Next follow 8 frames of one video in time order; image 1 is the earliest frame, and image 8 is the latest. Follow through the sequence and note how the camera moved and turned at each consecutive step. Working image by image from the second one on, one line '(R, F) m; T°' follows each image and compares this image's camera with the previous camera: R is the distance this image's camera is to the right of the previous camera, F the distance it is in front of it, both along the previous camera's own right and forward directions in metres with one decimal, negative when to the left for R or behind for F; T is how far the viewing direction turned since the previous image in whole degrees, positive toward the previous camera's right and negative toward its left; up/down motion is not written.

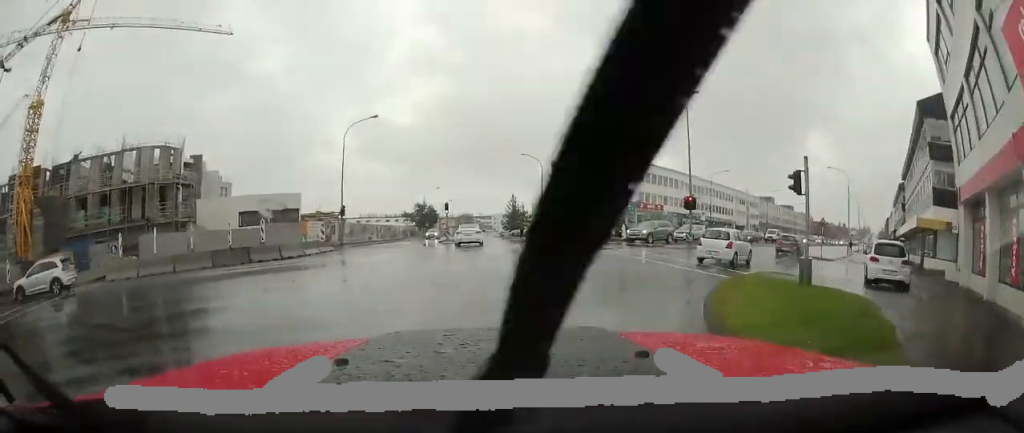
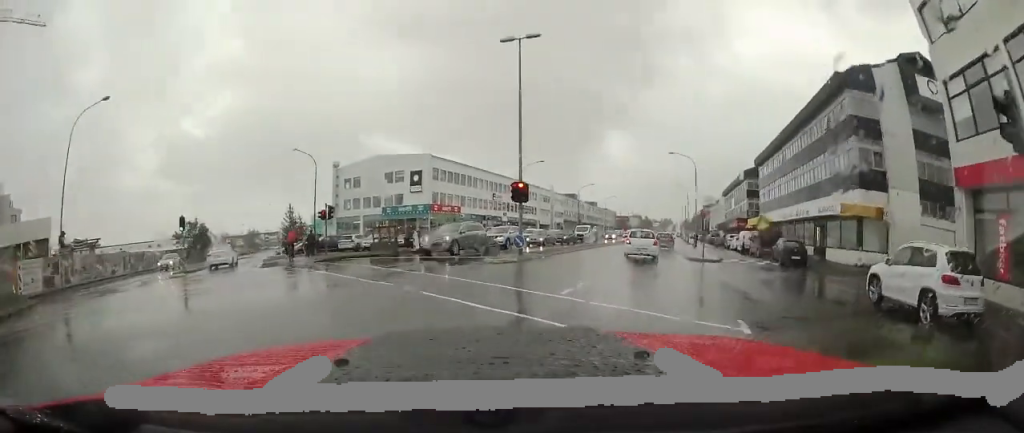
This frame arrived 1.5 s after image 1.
(+1.8, +9.9) m; +22°
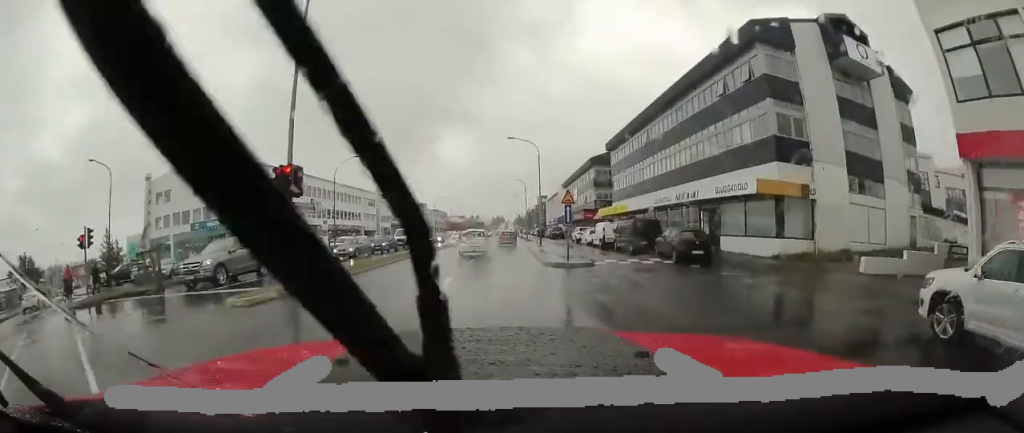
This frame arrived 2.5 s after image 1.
(+1.2, +6.9) m; +16°
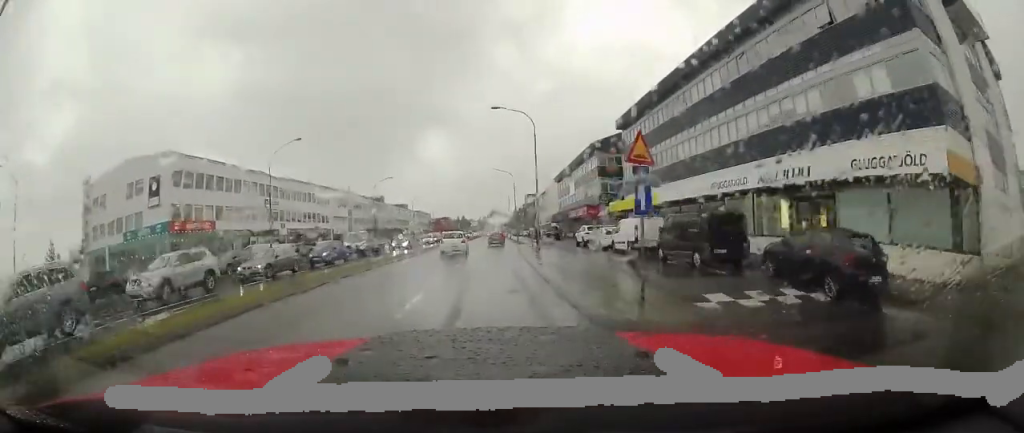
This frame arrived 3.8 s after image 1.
(+1.2, +10.4) m; +5°
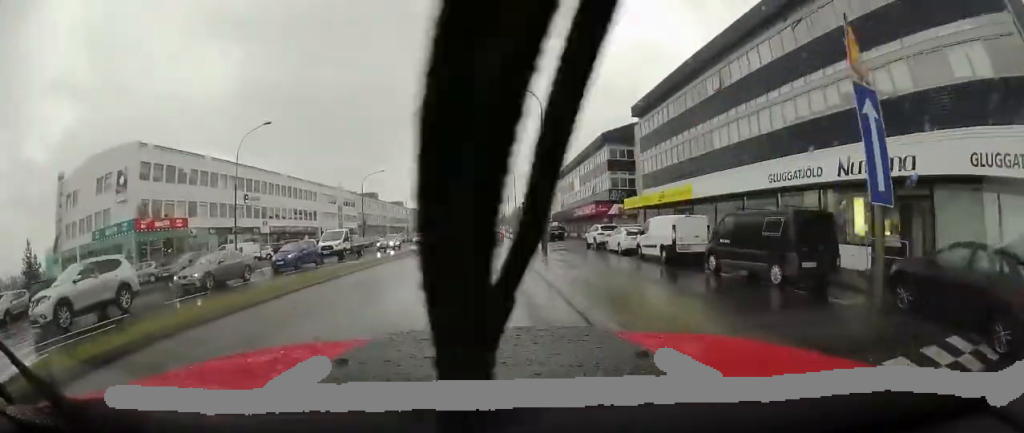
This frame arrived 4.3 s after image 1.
(-0.2, +5.0) m; -1°
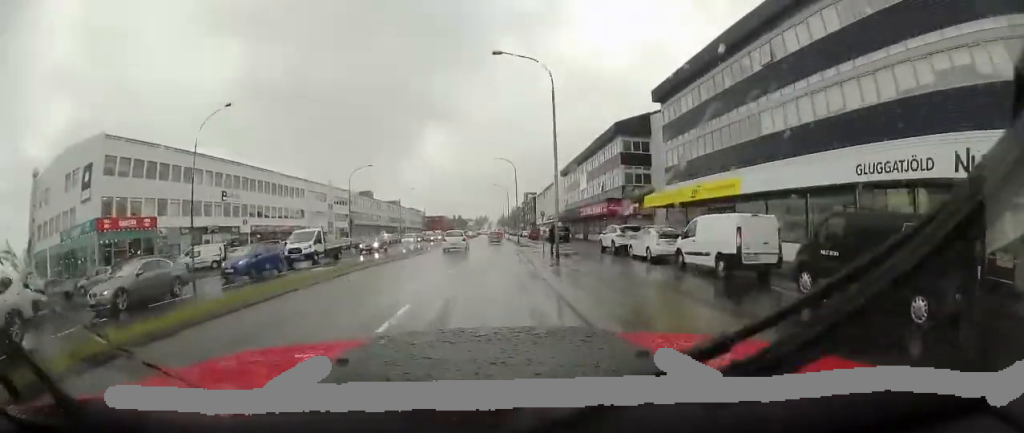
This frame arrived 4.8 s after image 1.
(-0.1, +4.8) m; -2°
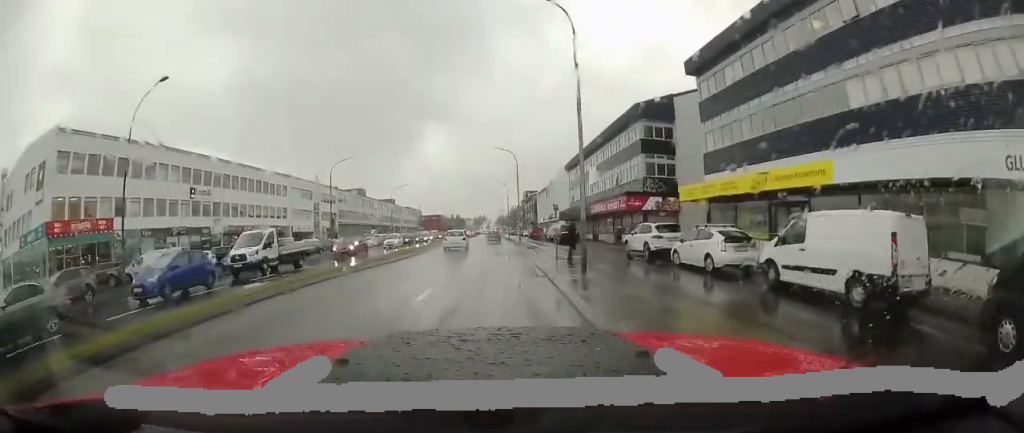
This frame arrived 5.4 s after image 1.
(-0.1, +6.0) m; 0°
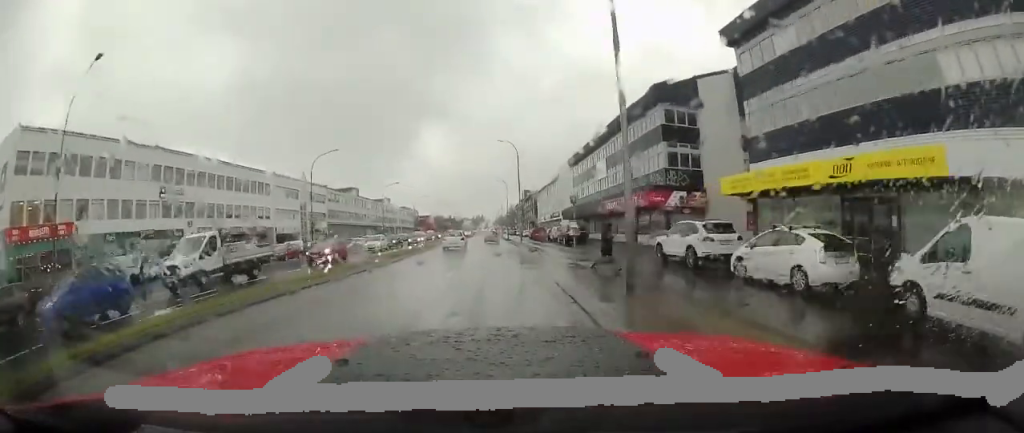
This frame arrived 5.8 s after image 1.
(-0.1, +4.6) m; 0°
